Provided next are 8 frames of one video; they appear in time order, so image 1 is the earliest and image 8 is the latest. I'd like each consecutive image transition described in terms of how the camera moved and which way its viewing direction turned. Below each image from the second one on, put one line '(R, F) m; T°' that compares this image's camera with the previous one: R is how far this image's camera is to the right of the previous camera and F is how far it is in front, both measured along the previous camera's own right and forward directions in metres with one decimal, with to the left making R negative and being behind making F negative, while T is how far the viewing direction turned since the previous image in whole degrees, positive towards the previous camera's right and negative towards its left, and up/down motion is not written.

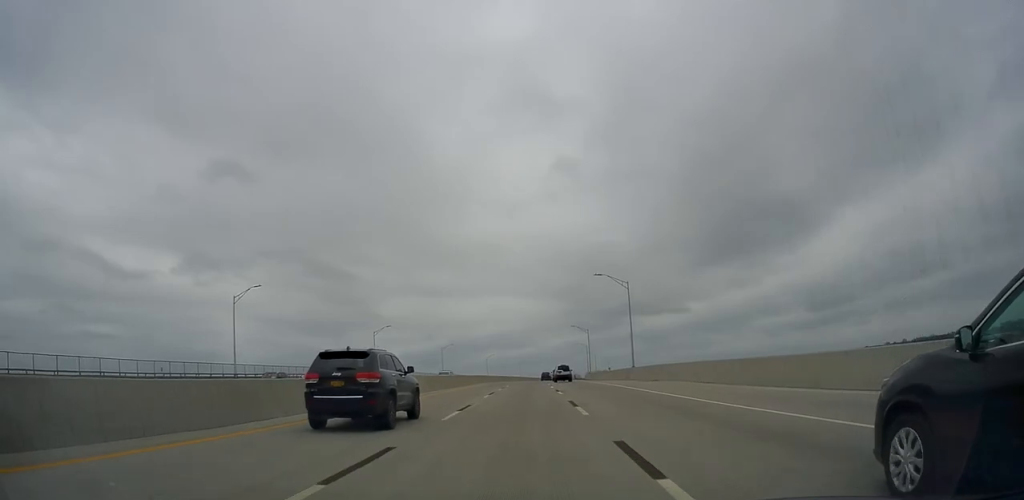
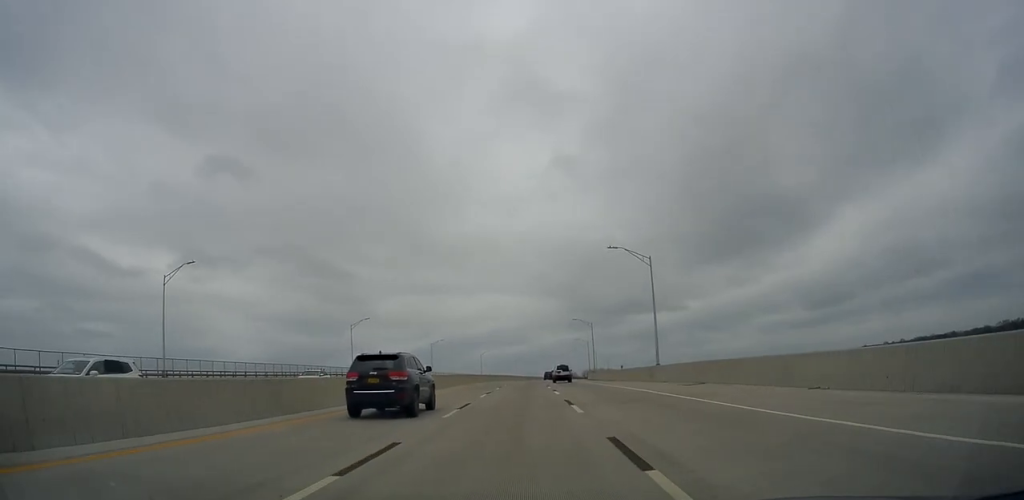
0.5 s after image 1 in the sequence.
(+0.1, +11.7) m; 0°
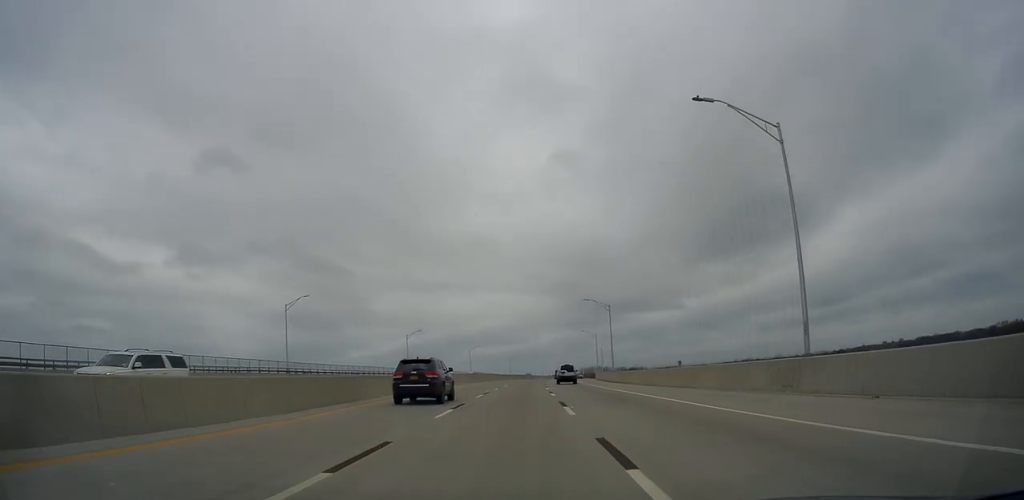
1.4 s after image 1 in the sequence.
(-0.3, +23.7) m; +1°
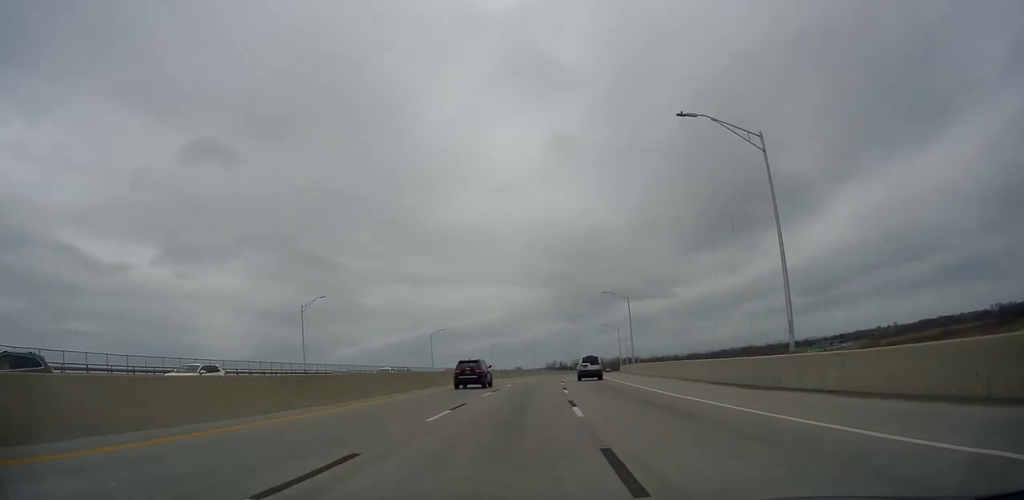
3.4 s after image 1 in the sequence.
(+0.7, +49.1) m; 0°
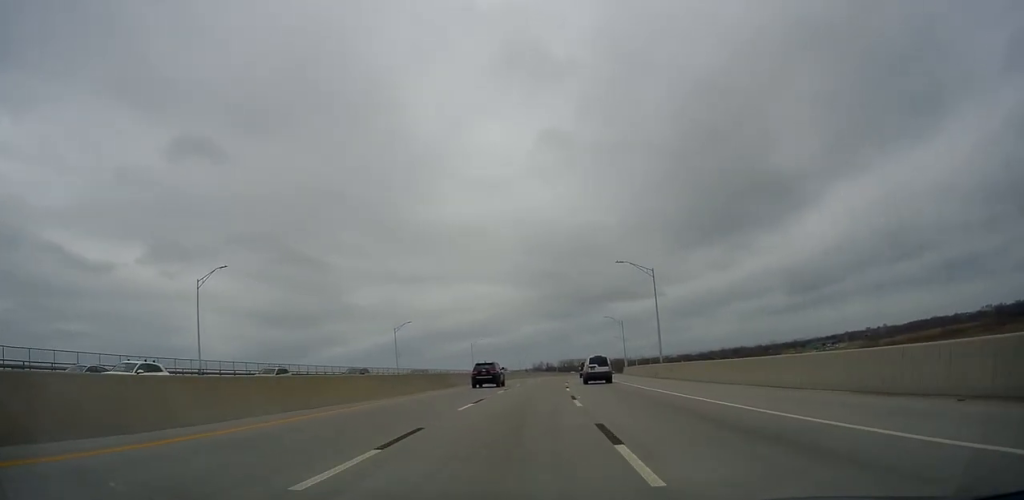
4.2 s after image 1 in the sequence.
(-0.1, +20.2) m; 0°
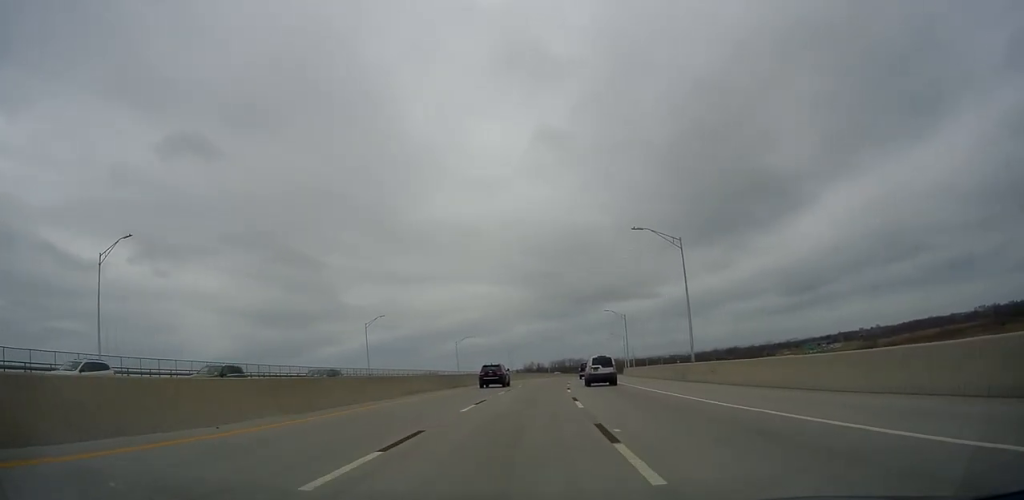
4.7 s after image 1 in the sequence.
(0.0, +11.8) m; 0°
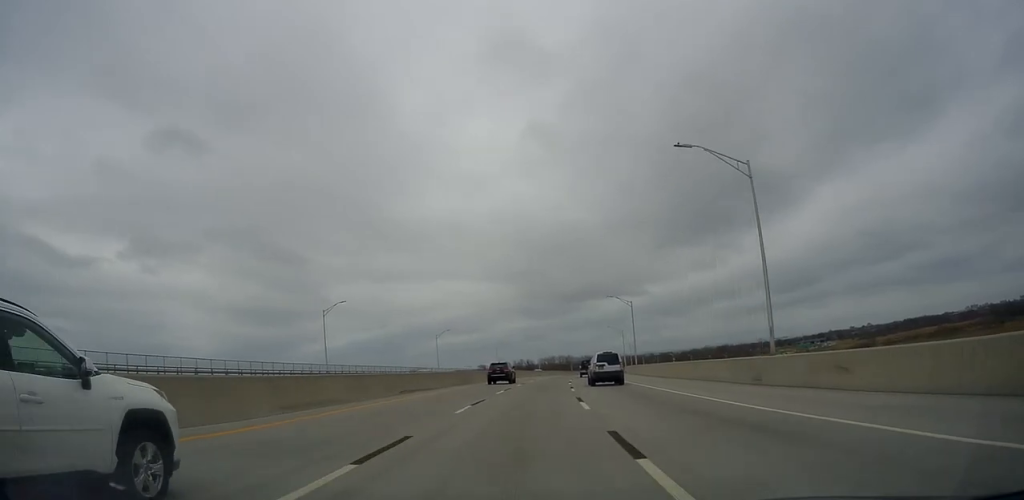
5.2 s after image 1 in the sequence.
(-0.1, +13.6) m; +1°
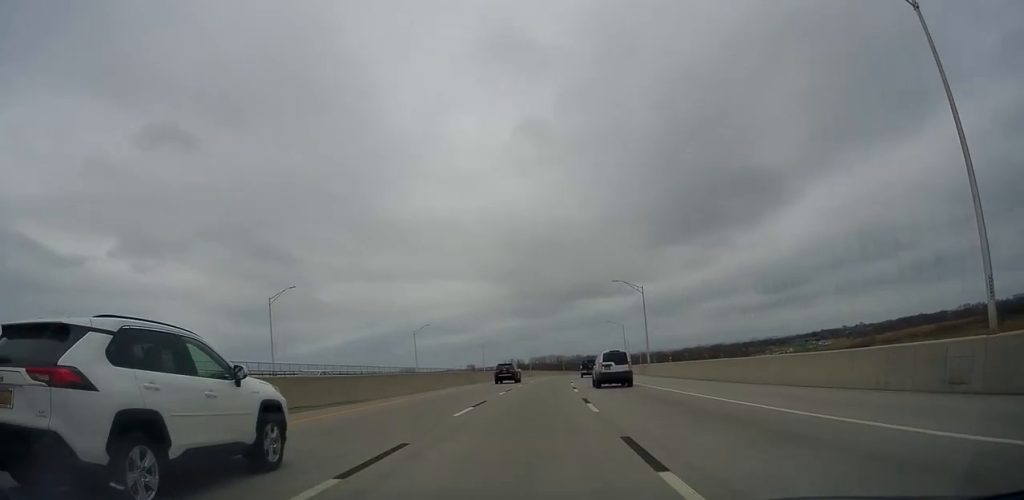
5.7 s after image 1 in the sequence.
(0.0, +12.8) m; +1°
